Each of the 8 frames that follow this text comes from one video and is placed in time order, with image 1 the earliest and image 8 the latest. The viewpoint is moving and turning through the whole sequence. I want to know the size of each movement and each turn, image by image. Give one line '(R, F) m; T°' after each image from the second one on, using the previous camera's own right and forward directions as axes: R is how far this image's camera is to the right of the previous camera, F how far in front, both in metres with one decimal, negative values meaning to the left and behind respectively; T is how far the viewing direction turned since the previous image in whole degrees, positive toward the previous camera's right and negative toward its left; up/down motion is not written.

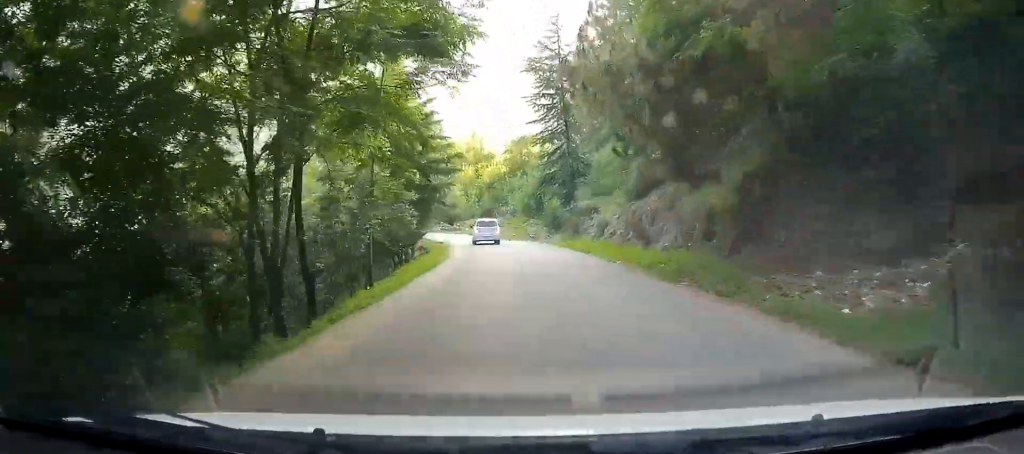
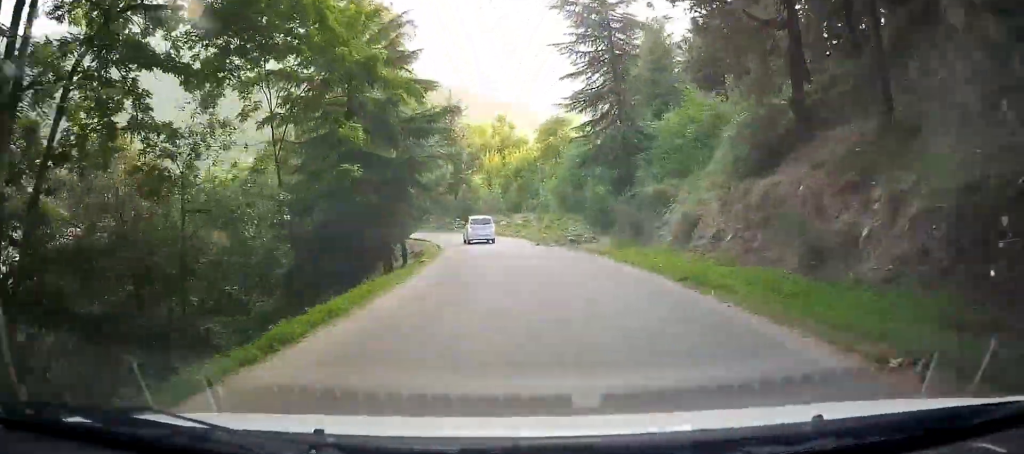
(-0.4, +11.8) m; -4°
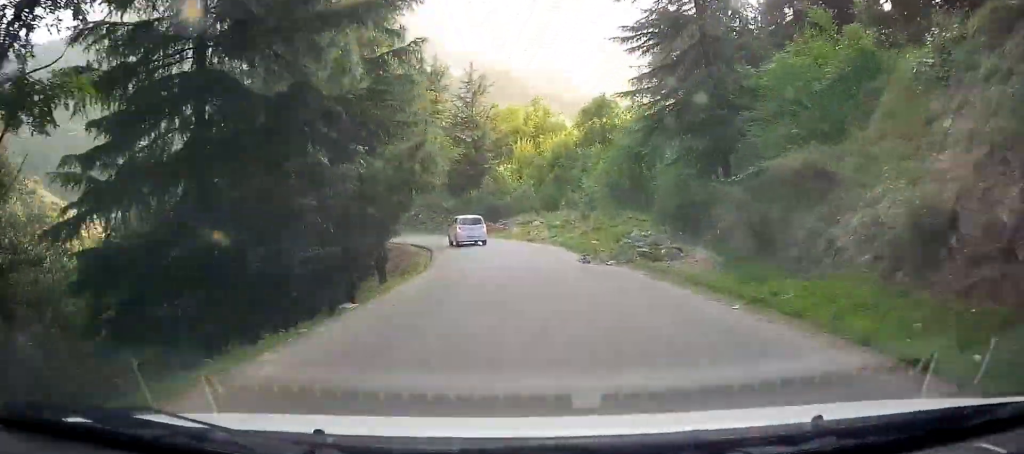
(-0.5, +10.4) m; -2°
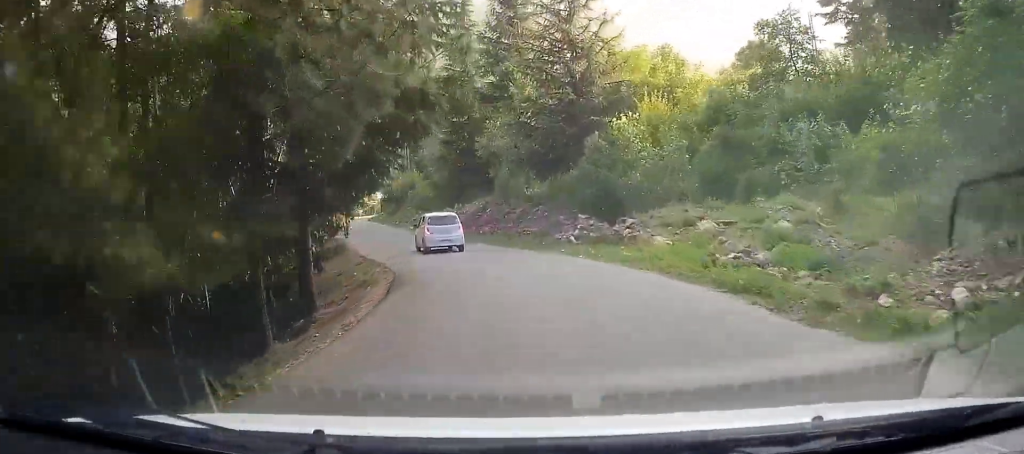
(-0.4, +21.5) m; -1°
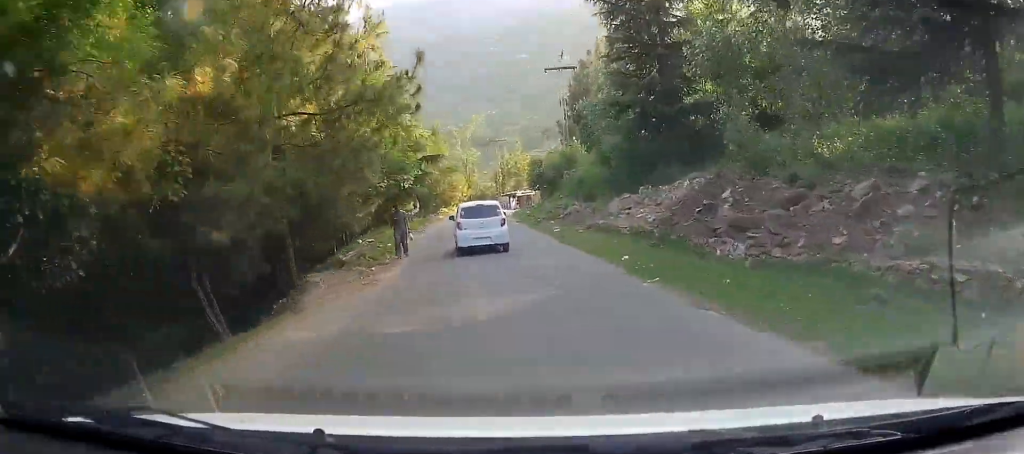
(-1.6, +21.0) m; -15°
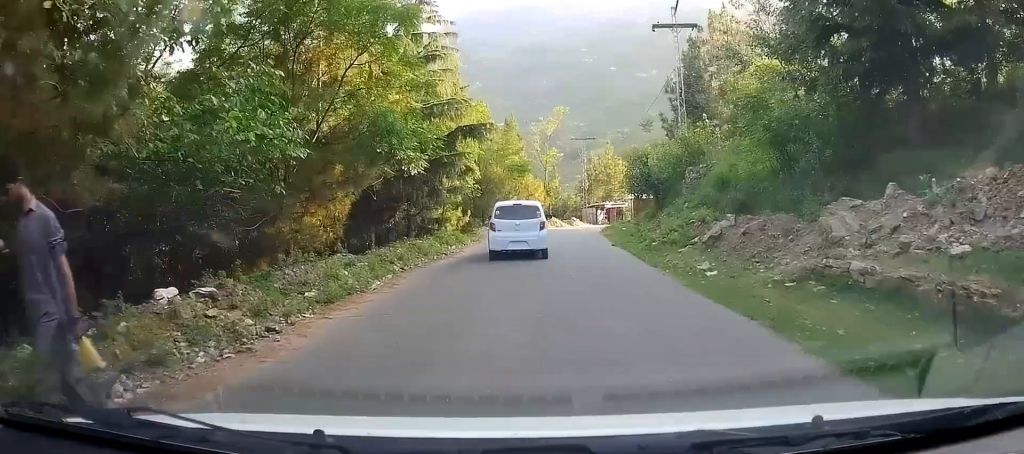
(-2.4, +13.7) m; -6°
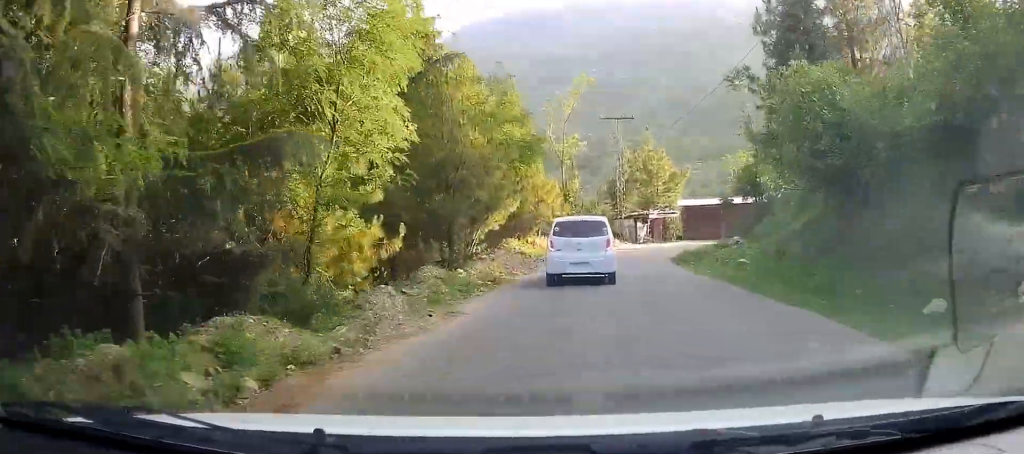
(+0.1, +19.1) m; -7°
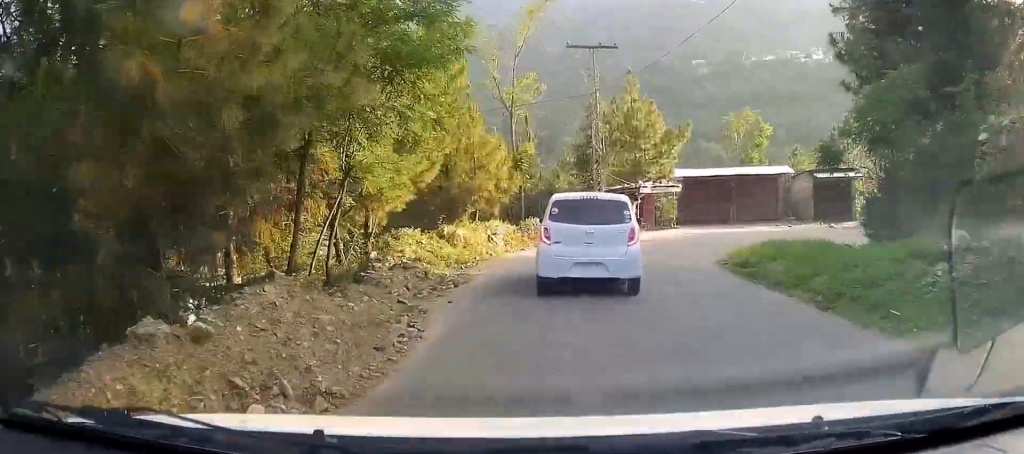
(-0.9, +12.3) m; -5°
